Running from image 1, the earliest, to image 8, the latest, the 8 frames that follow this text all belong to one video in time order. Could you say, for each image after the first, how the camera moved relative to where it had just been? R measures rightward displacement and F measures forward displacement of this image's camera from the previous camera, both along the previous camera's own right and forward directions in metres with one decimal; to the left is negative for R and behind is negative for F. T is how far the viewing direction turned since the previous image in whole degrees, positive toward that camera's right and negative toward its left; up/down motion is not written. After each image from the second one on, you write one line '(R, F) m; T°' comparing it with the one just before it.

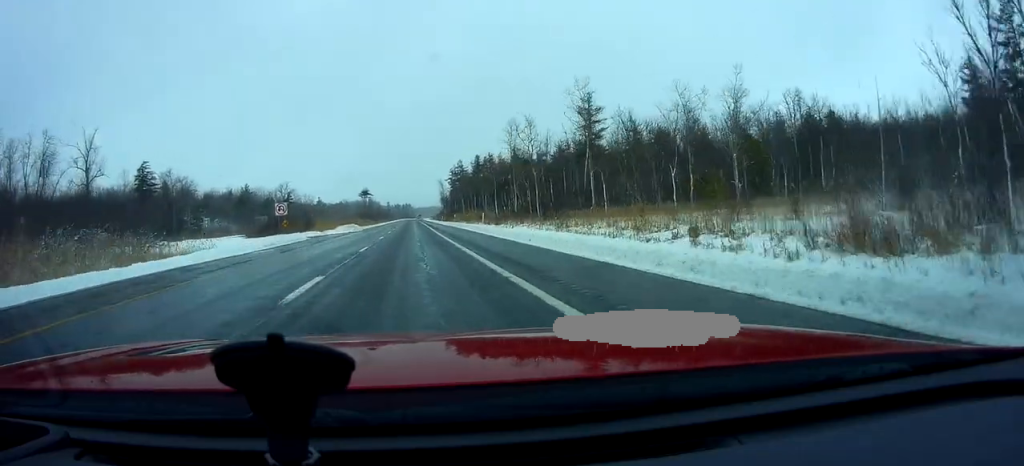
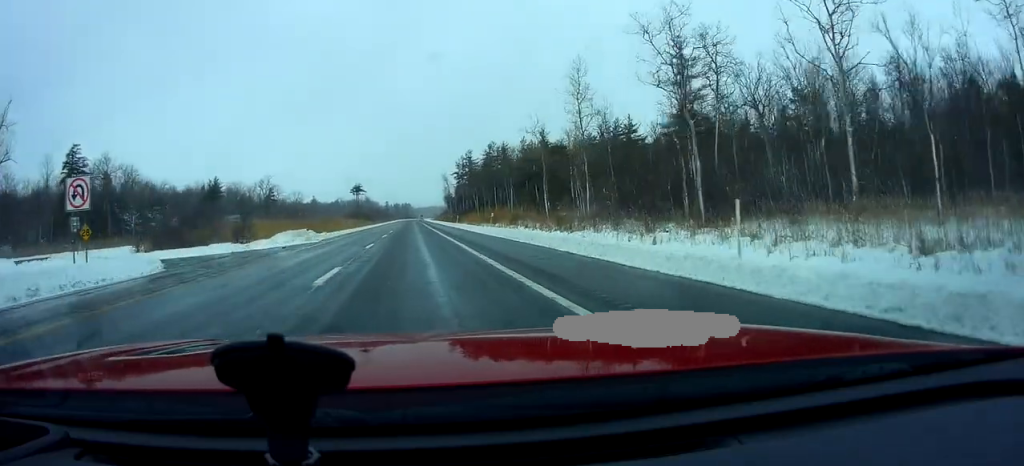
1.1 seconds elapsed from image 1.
(-0.4, +34.4) m; 0°
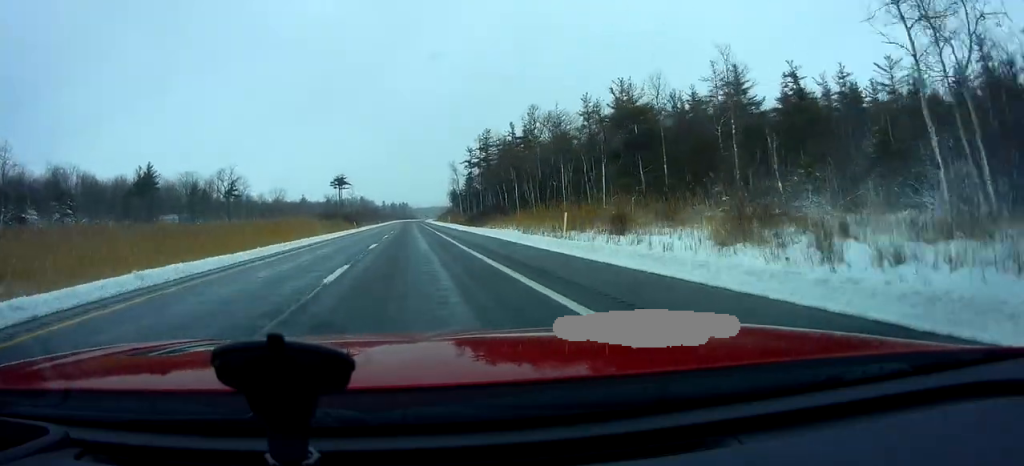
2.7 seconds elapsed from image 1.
(+0.6, +47.9) m; 0°
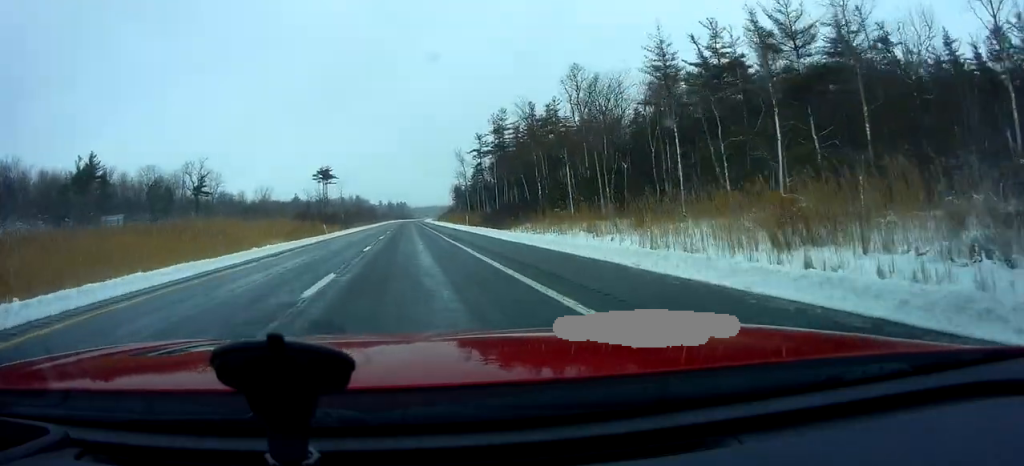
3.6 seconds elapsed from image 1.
(-0.5, +26.6) m; 0°
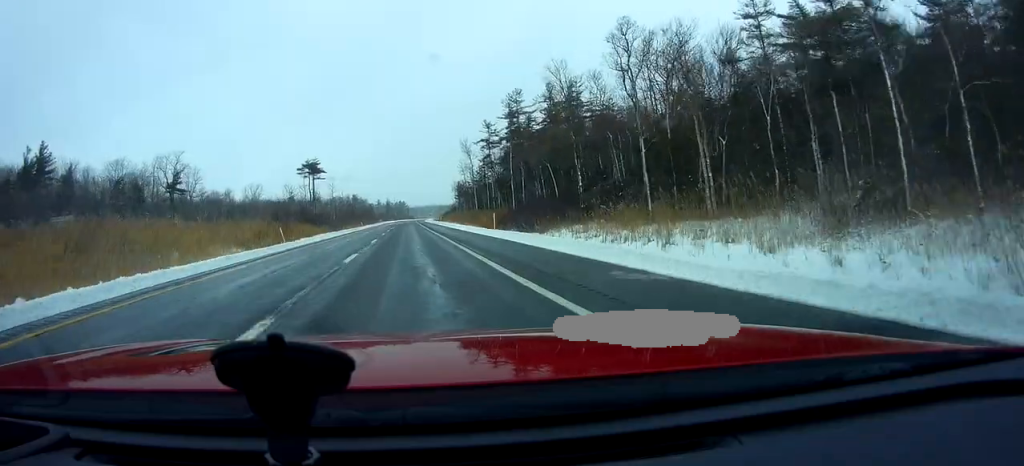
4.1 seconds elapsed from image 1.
(+0.4, +17.4) m; 0°
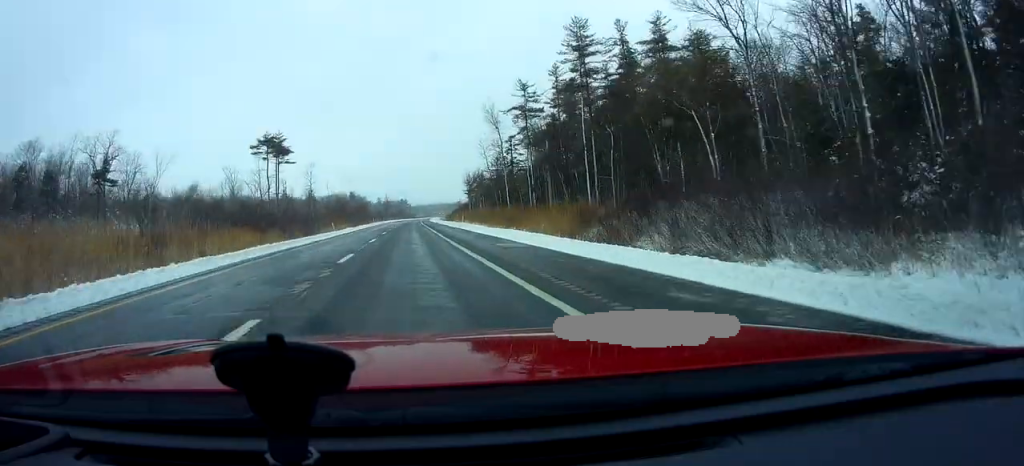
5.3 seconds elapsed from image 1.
(-0.2, +37.0) m; 0°
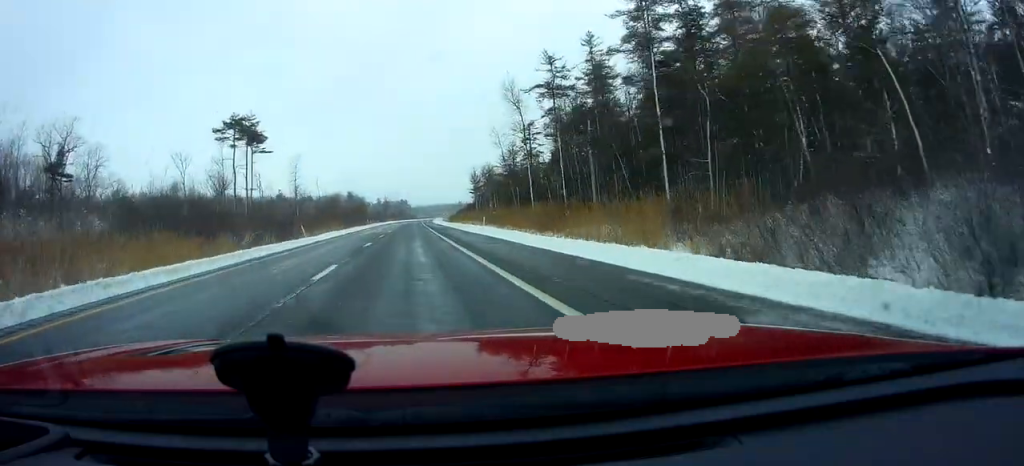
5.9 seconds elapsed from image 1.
(+0.1, +16.4) m; 0°
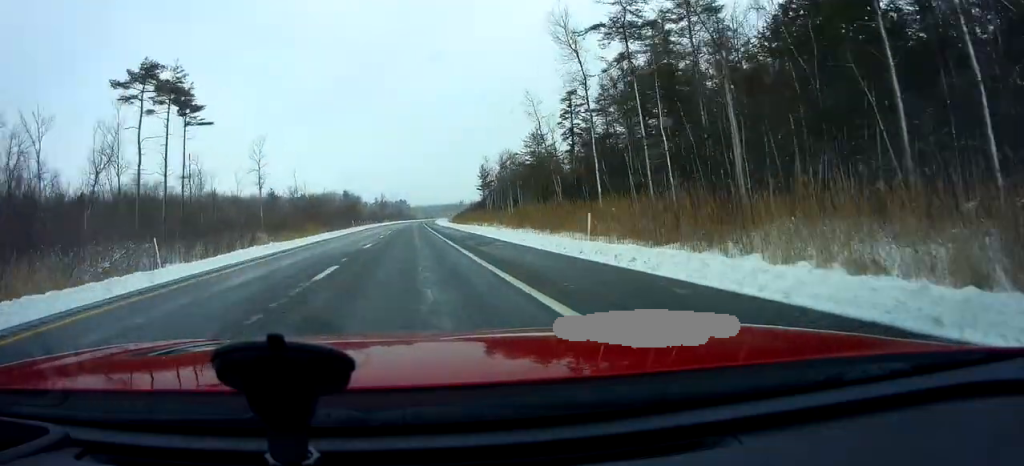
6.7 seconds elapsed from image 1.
(+0.4, +24.5) m; 0°
